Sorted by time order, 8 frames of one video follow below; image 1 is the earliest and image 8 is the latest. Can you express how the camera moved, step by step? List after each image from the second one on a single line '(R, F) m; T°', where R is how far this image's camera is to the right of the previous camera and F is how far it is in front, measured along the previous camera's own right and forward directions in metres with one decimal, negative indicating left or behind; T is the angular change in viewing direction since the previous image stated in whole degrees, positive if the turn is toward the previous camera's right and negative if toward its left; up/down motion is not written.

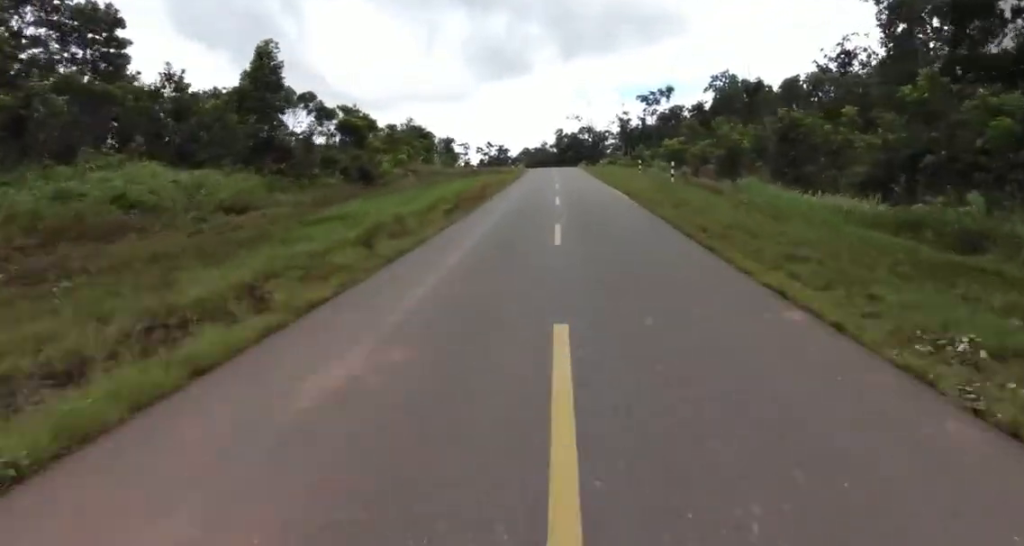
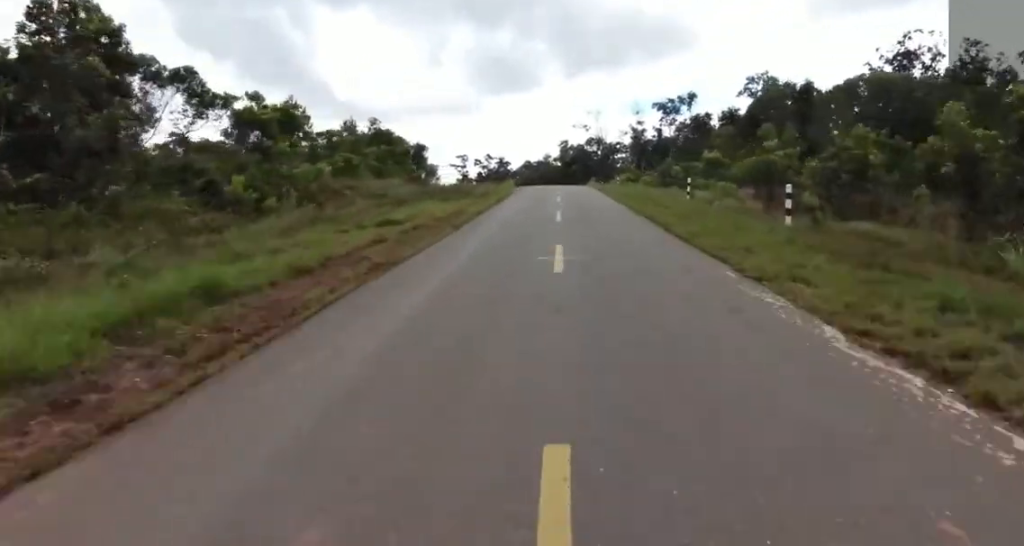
(0.0, +17.4) m; +1°
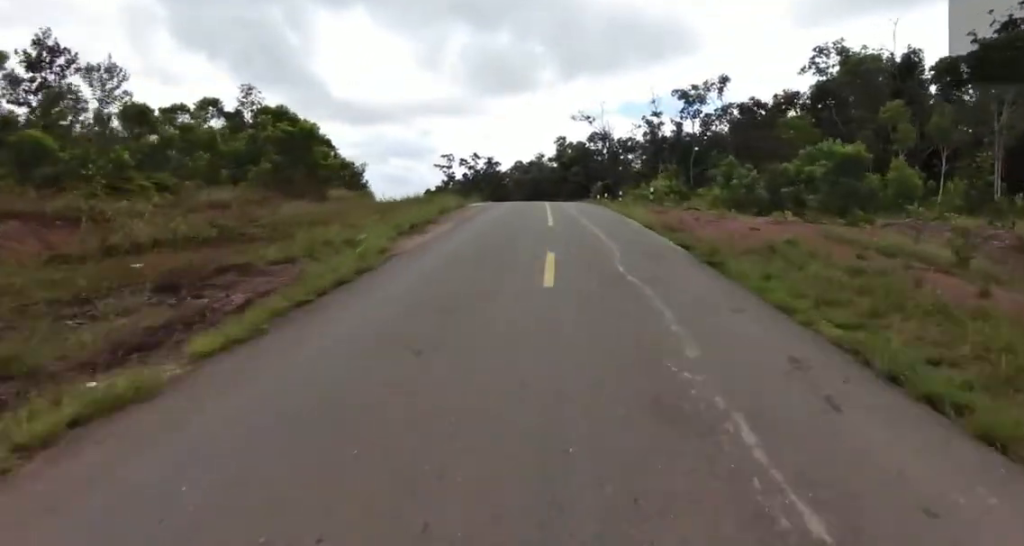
(+0.4, +24.5) m; +1°
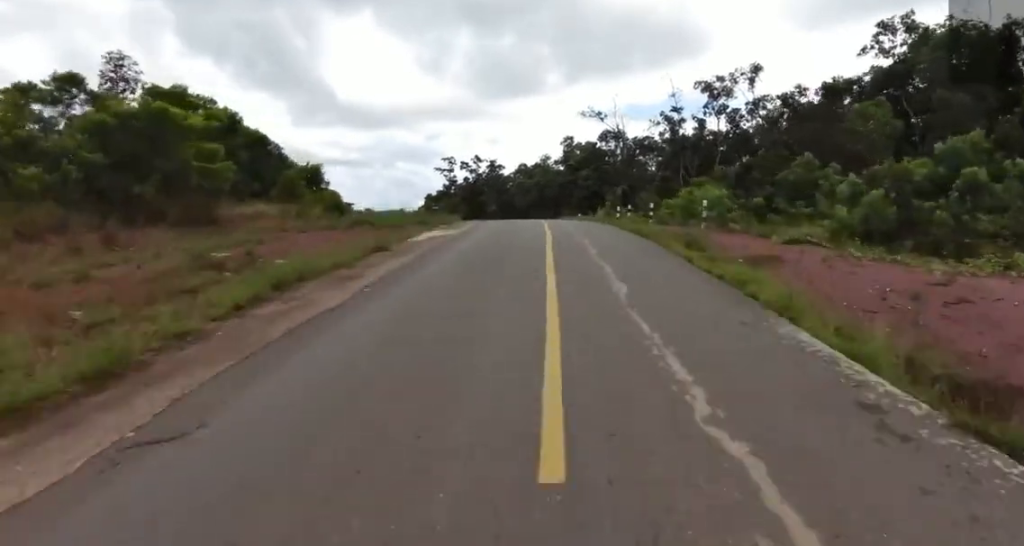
(0.0, +10.5) m; -1°
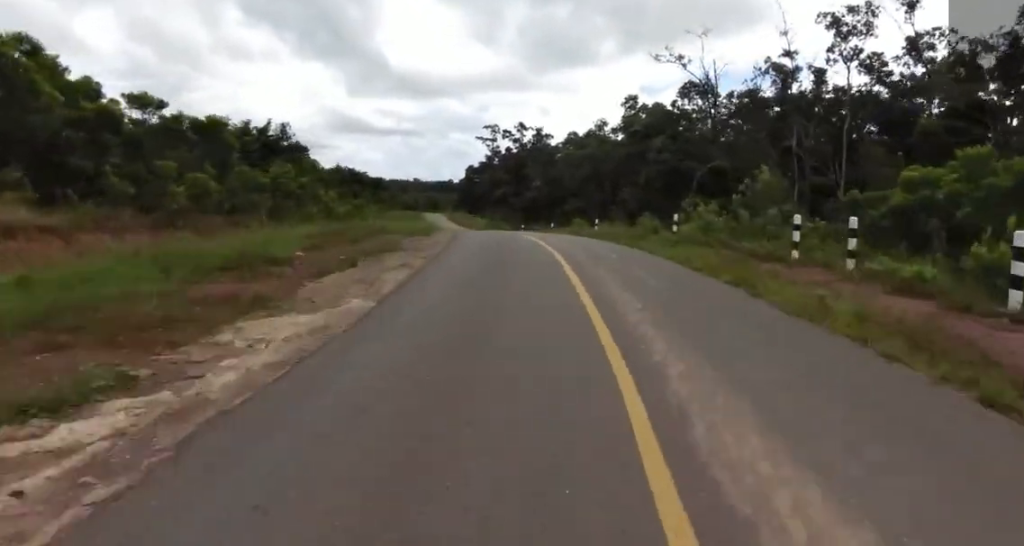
(-1.2, +25.3) m; -7°
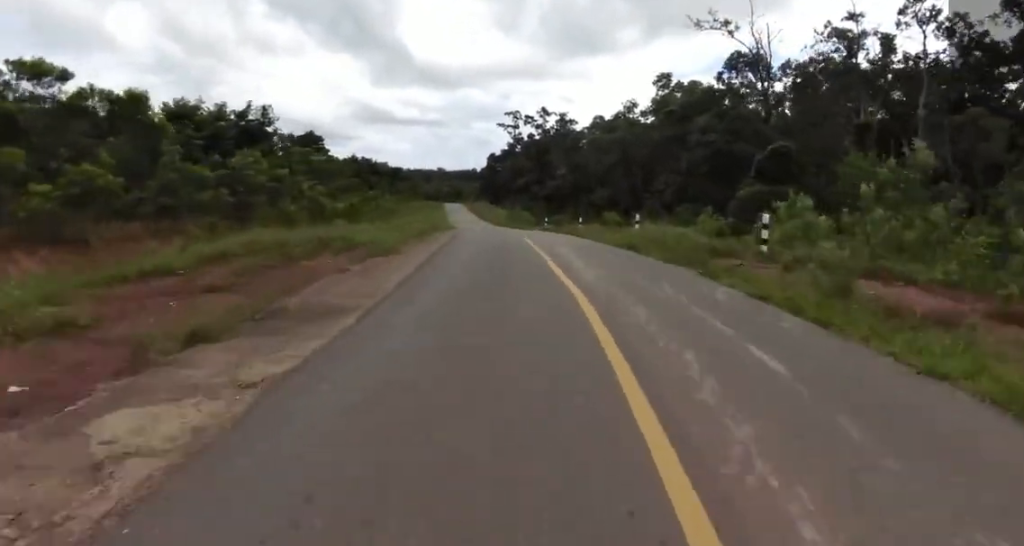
(-0.1, +8.5) m; -3°
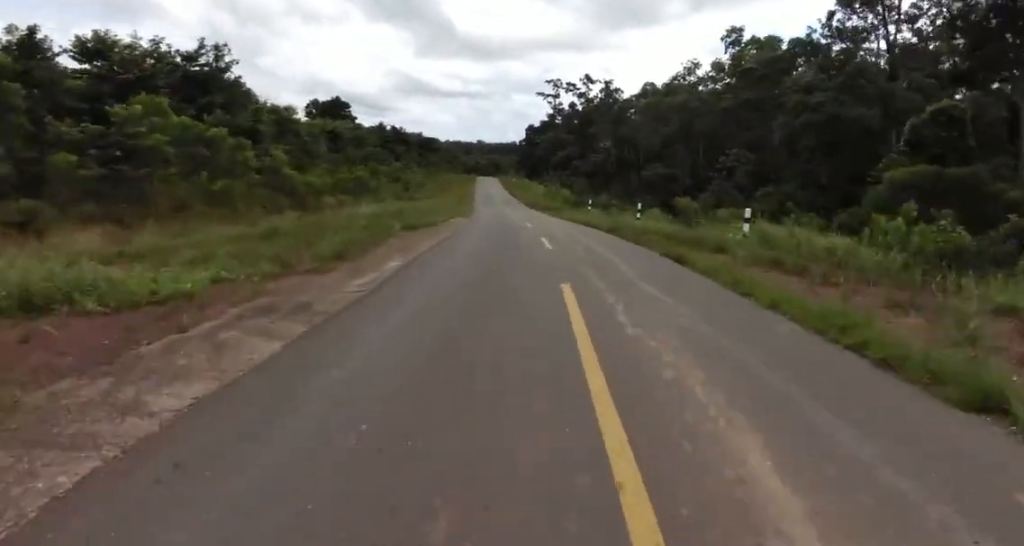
(-0.6, +13.1) m; -5°
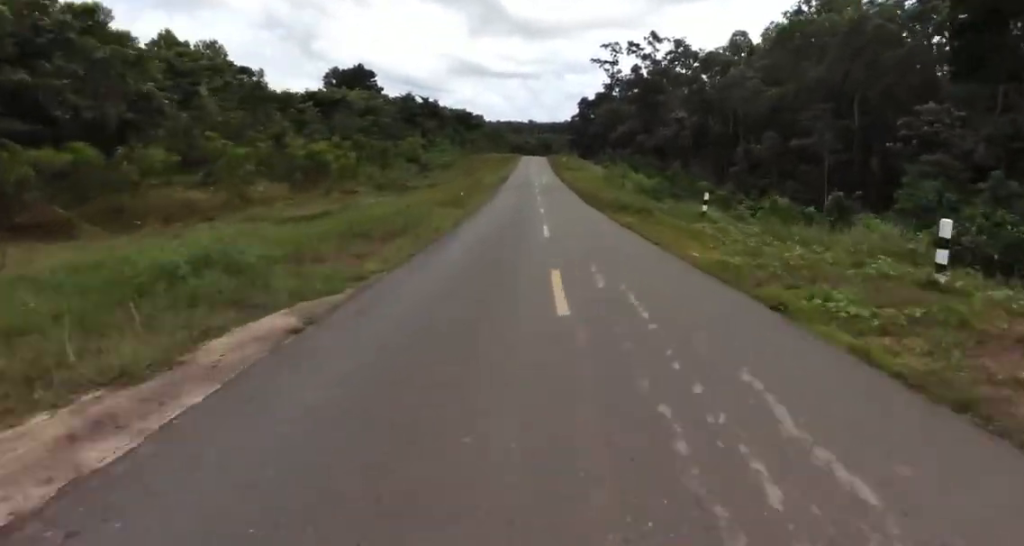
(-1.4, +25.0) m; -2°
